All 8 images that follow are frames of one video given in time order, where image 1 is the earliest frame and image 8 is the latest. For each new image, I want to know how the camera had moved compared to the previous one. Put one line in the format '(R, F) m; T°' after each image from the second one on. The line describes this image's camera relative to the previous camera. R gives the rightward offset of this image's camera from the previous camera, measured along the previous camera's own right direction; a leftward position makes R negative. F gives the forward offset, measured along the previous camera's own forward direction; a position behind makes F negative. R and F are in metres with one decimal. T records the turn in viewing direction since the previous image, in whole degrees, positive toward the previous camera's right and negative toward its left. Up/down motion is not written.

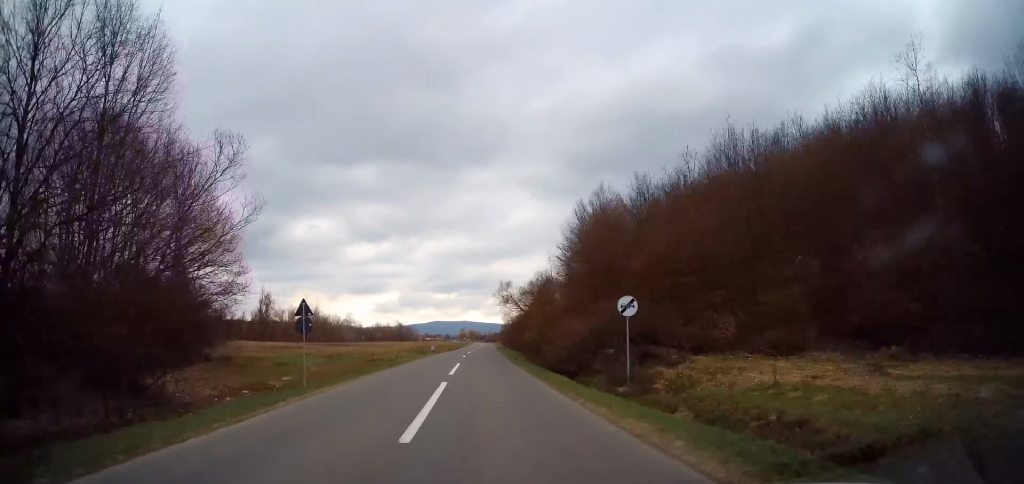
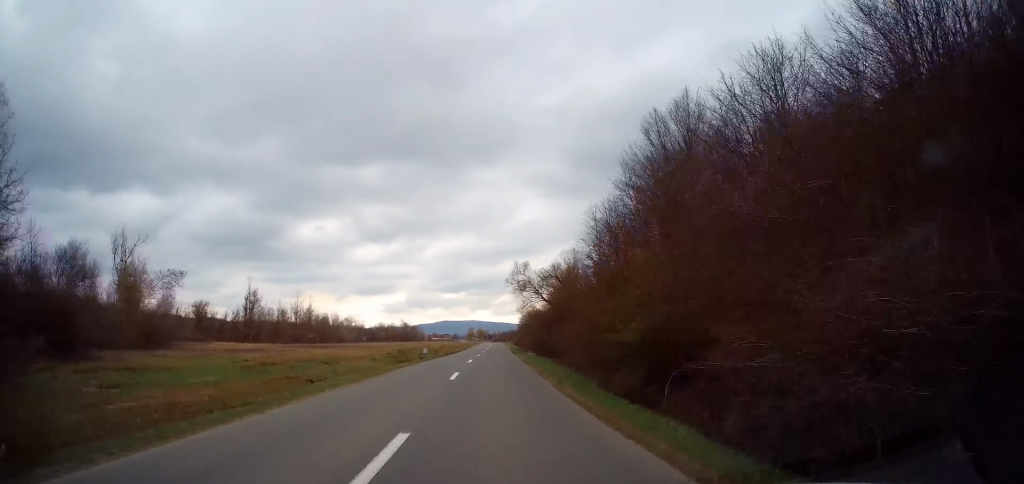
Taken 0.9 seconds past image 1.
(-0.1, +20.1) m; 0°
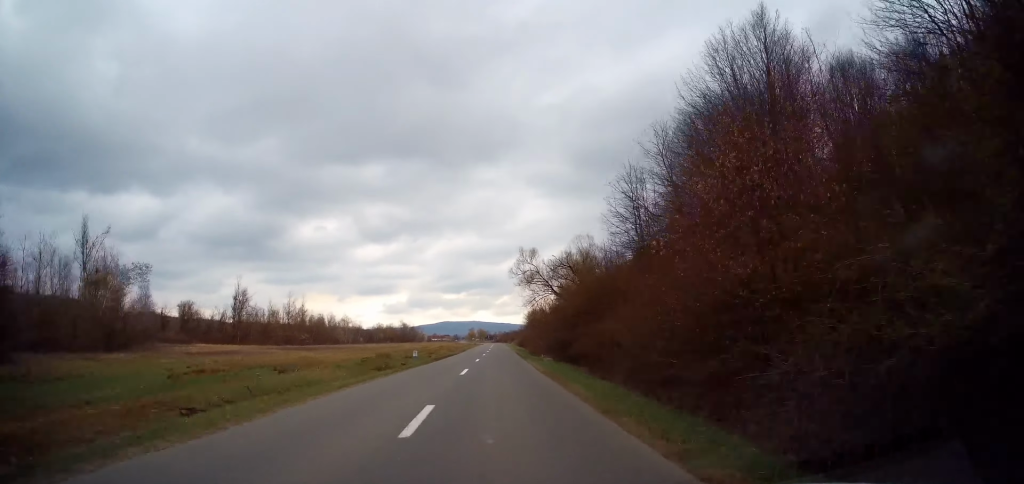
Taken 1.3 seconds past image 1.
(0.0, +9.3) m; 0°
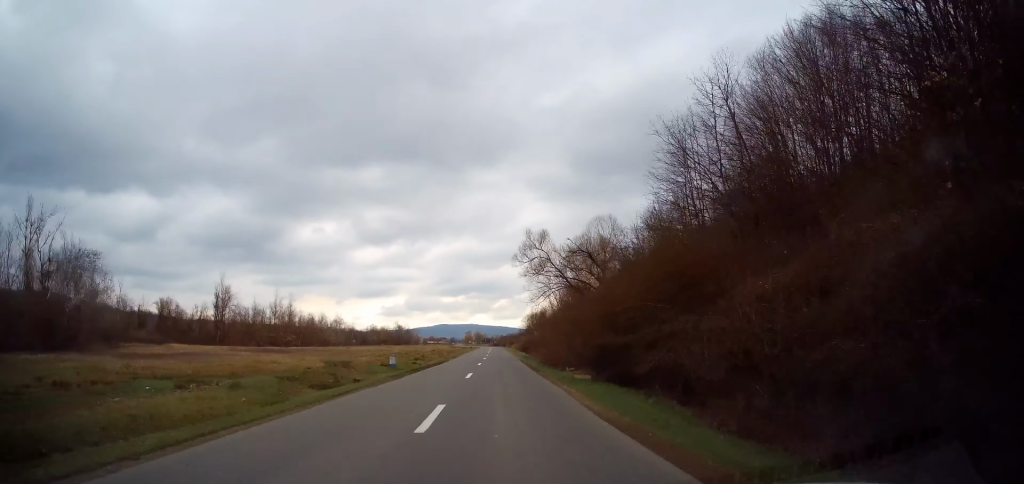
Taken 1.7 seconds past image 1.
(0.0, +10.8) m; 0°
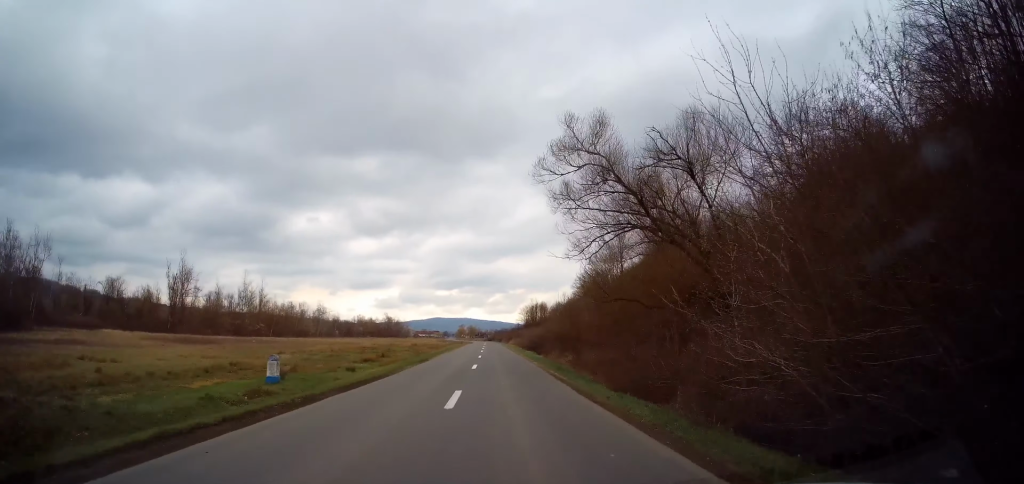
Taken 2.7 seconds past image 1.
(0.0, +21.4) m; 0°
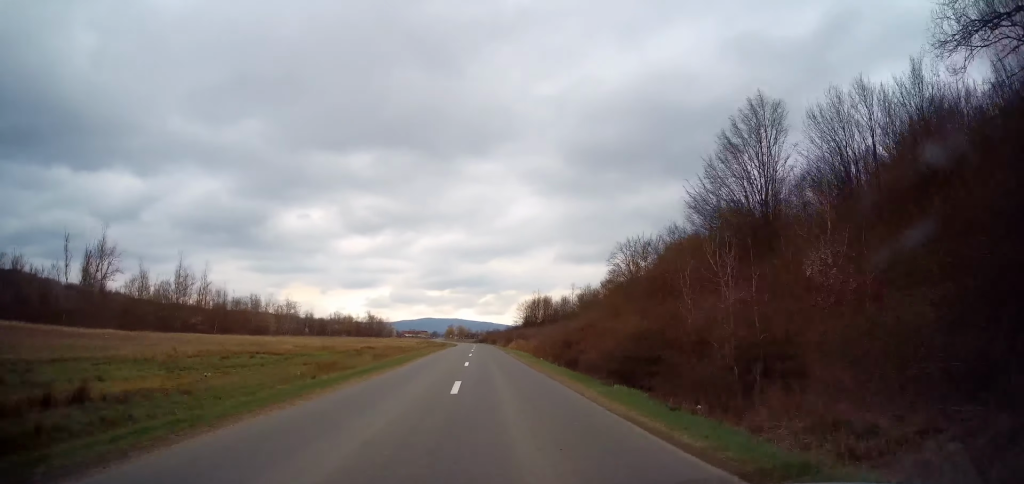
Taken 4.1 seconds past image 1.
(+0.3, +32.7) m; +1°
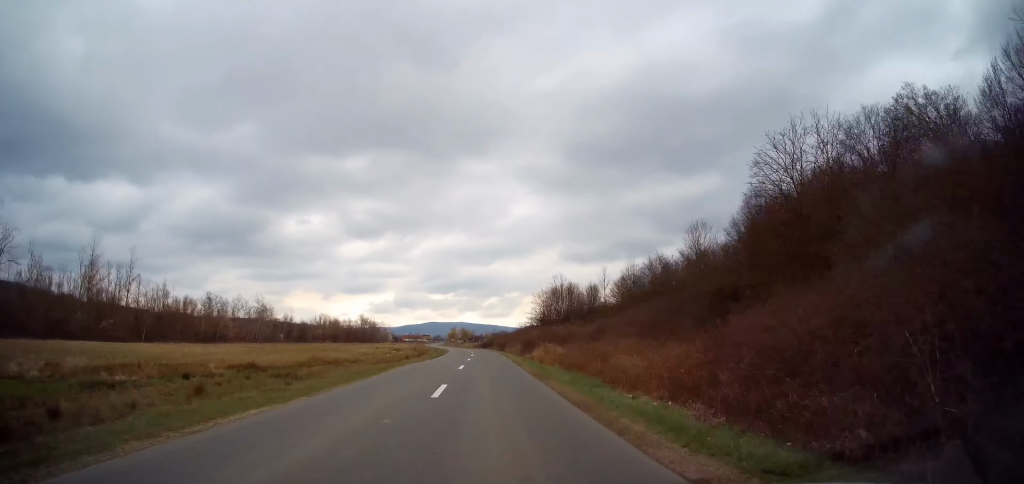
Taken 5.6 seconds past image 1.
(0.0, +35.1) m; 0°
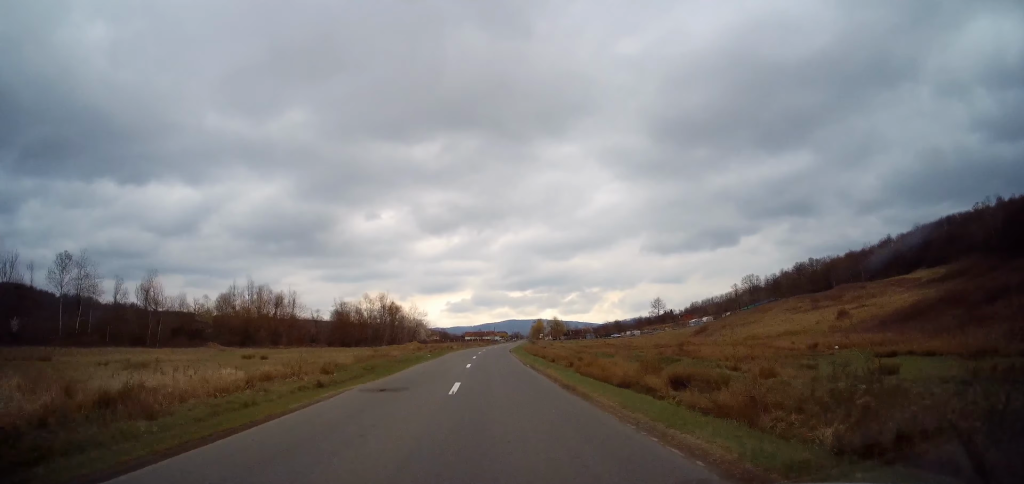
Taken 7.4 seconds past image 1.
(-1.4, +39.1) m; -5°
